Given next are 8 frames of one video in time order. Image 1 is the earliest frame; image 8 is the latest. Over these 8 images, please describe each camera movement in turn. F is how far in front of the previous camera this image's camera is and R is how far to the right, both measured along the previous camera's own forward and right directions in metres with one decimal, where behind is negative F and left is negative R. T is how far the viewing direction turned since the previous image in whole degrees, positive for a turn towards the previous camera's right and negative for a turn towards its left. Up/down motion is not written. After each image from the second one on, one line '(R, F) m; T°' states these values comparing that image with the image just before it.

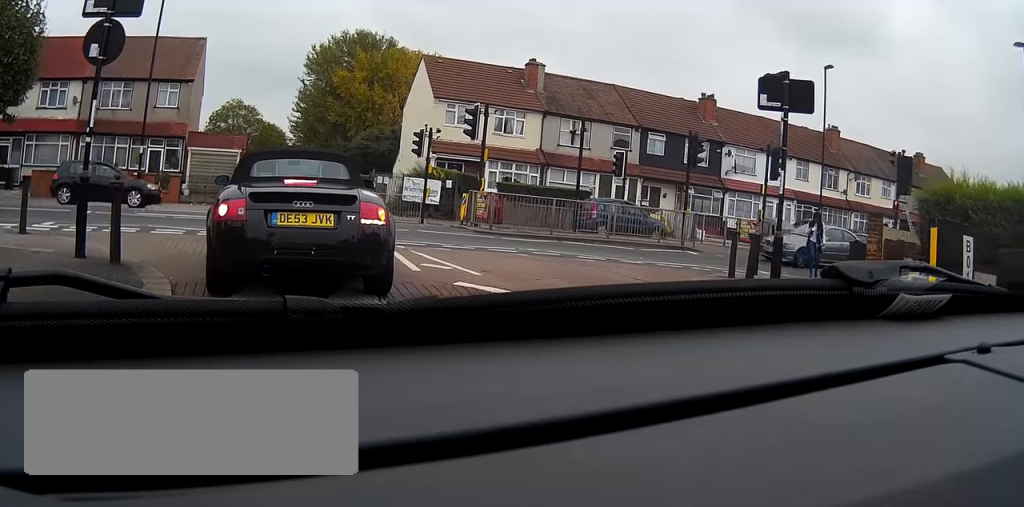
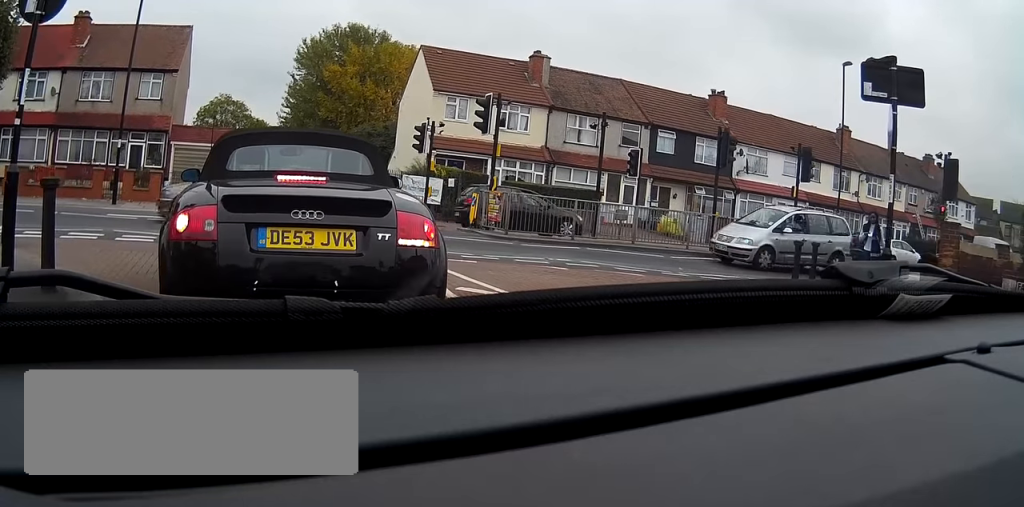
(0.0, +2.4) m; 0°
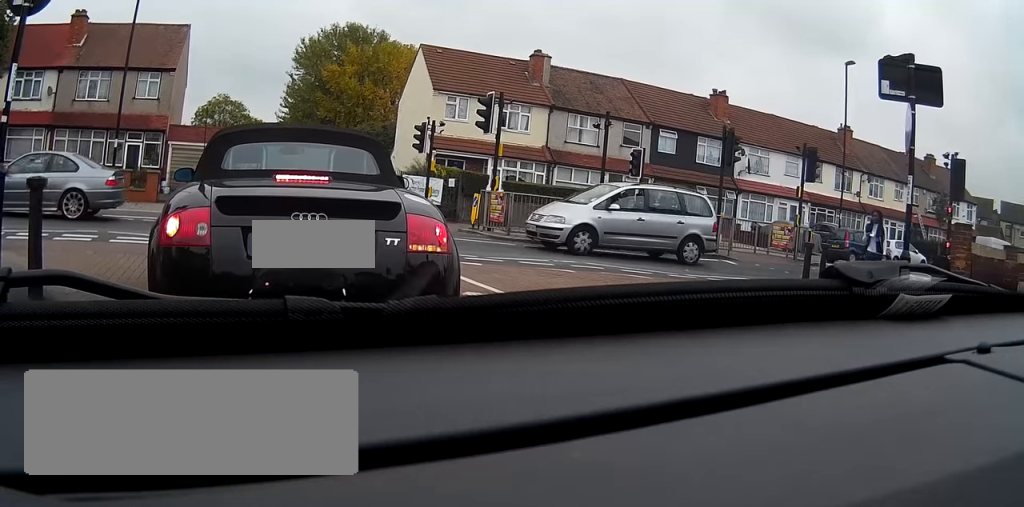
(+0.1, +0.4) m; 0°
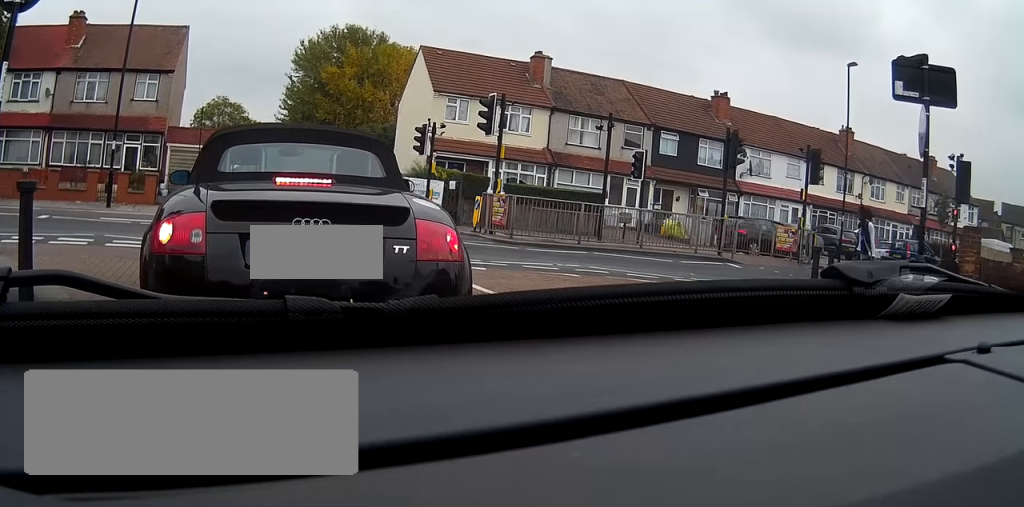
(+0.1, +0.5) m; 0°
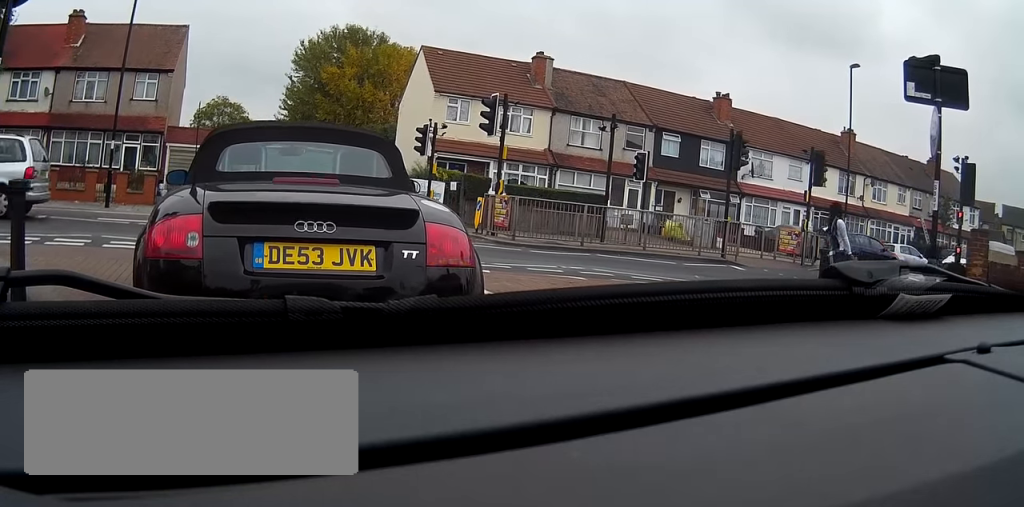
(+0.2, +0.1) m; 0°
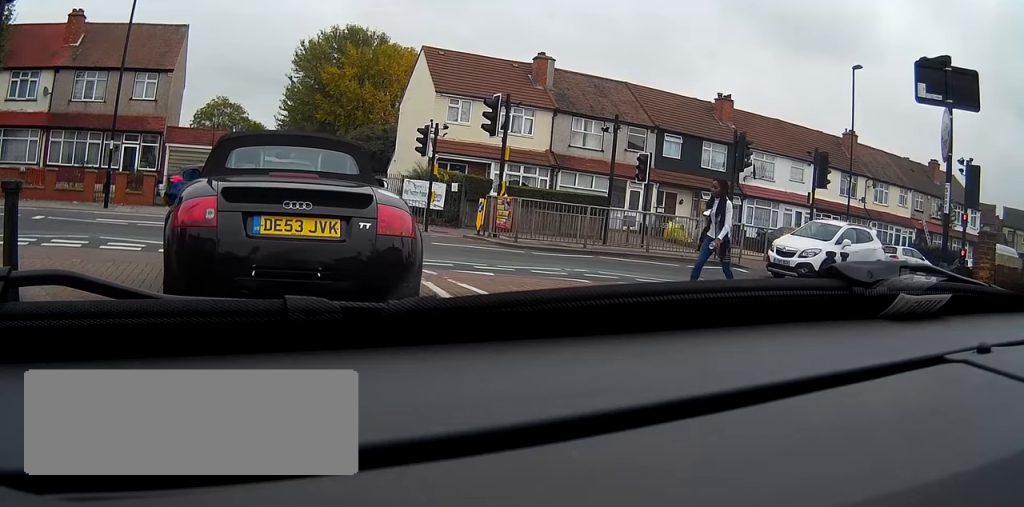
(+0.2, 0.0) m; 0°
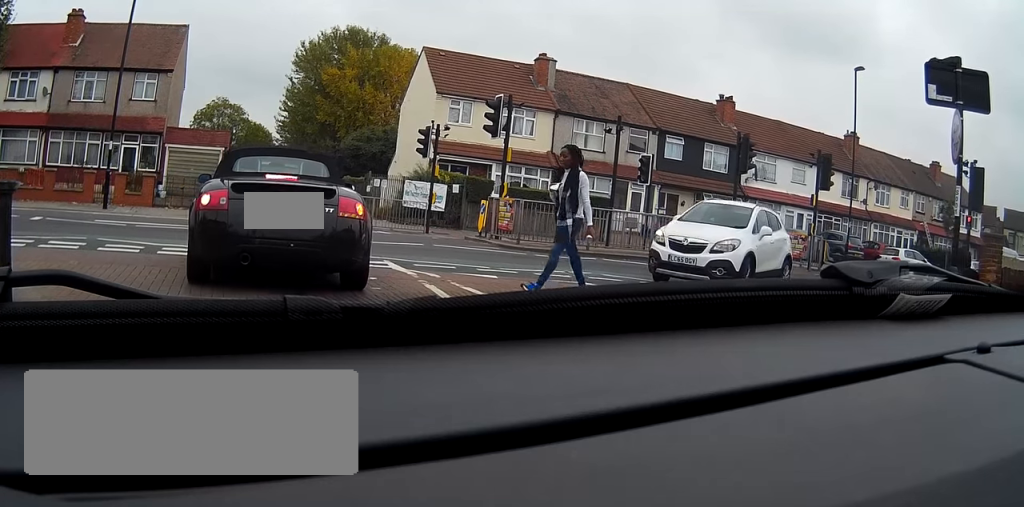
(0.0, +0.2) m; 0°
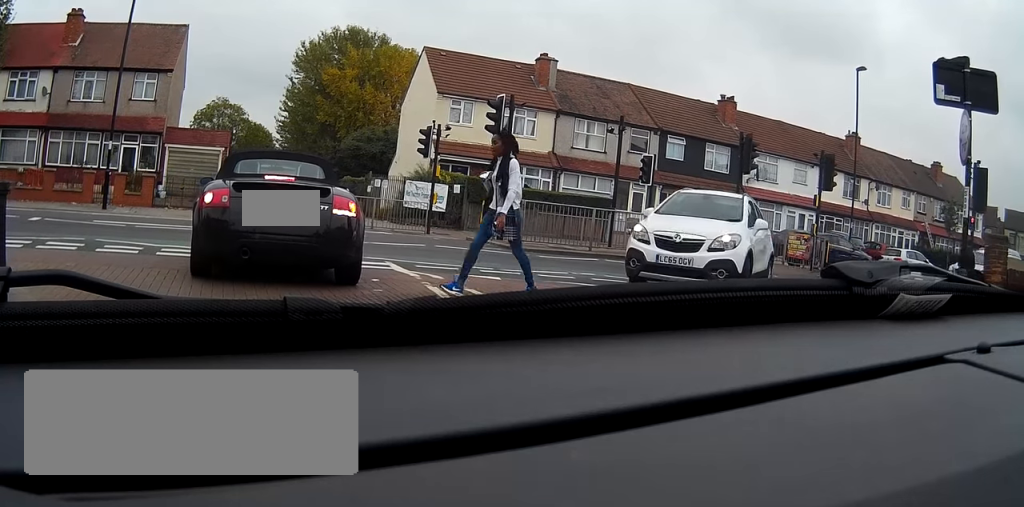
(0.0, +0.2) m; 0°
